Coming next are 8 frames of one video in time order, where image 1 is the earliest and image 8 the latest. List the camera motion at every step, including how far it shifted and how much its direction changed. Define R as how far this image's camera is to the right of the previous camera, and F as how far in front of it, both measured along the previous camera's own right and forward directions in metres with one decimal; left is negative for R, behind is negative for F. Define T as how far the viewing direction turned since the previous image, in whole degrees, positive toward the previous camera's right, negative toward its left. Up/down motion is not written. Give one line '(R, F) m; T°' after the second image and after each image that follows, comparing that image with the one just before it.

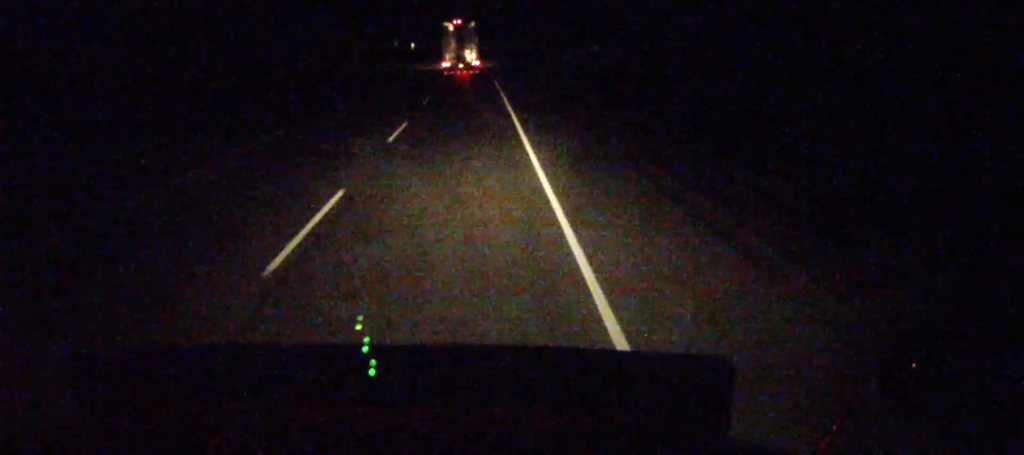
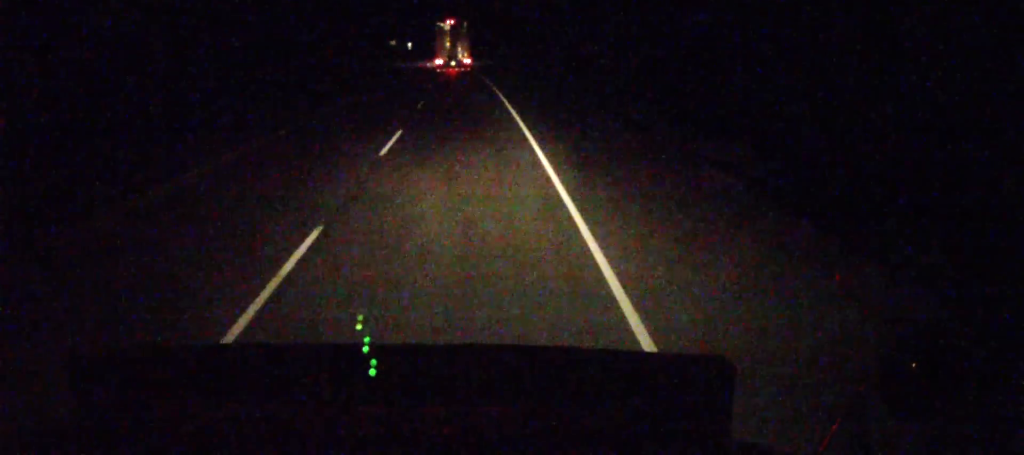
(+0.1, +42.2) m; 0°
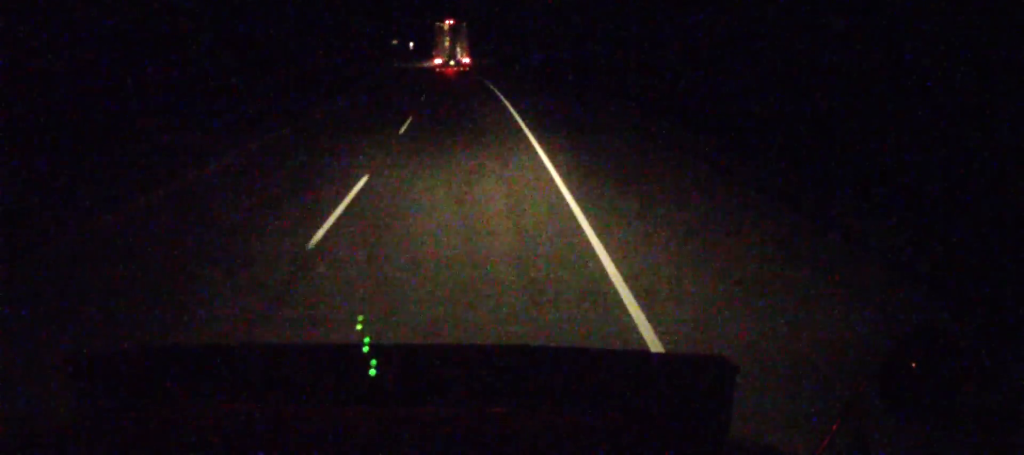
(0.0, +8.5) m; 0°
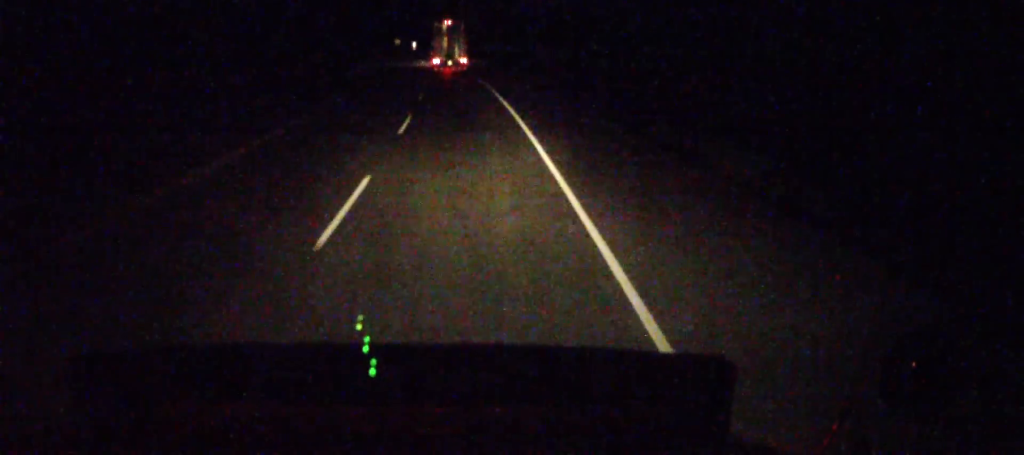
(-0.2, +13.1) m; 0°
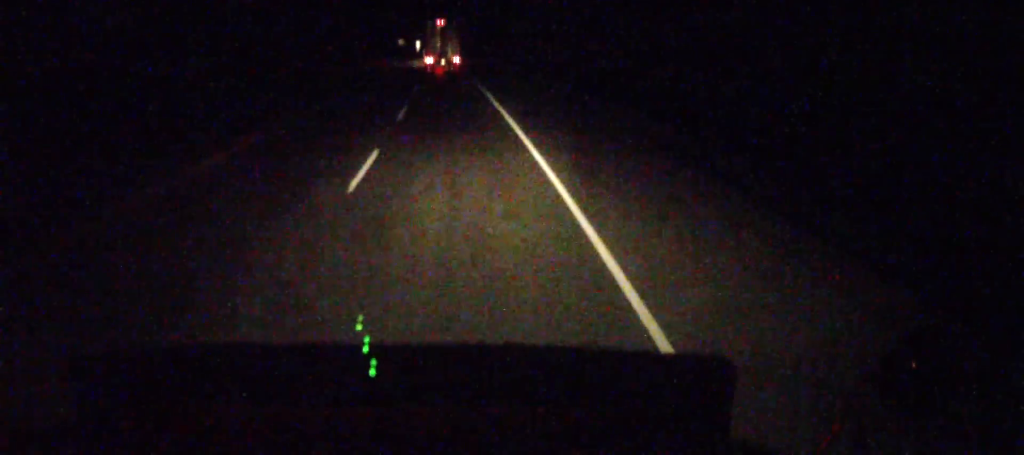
(+0.2, +22.4) m; +1°
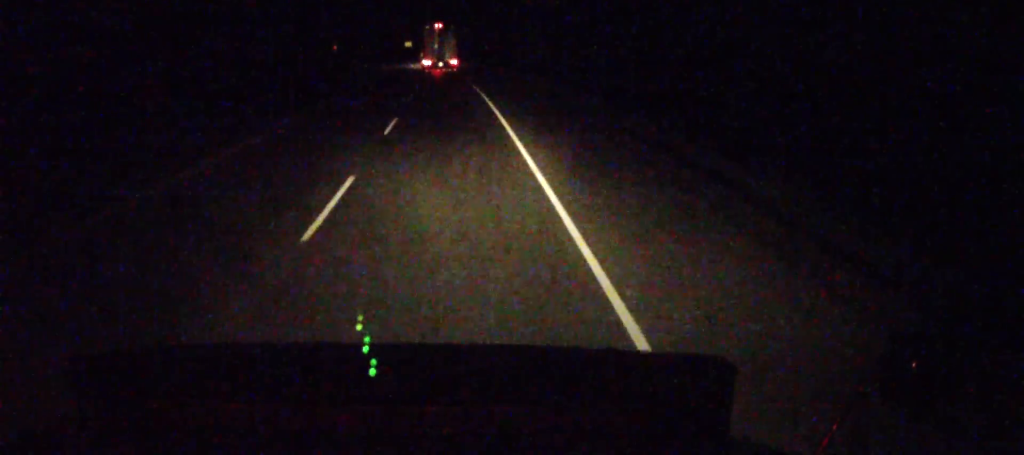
(0.0, +16.6) m; -1°
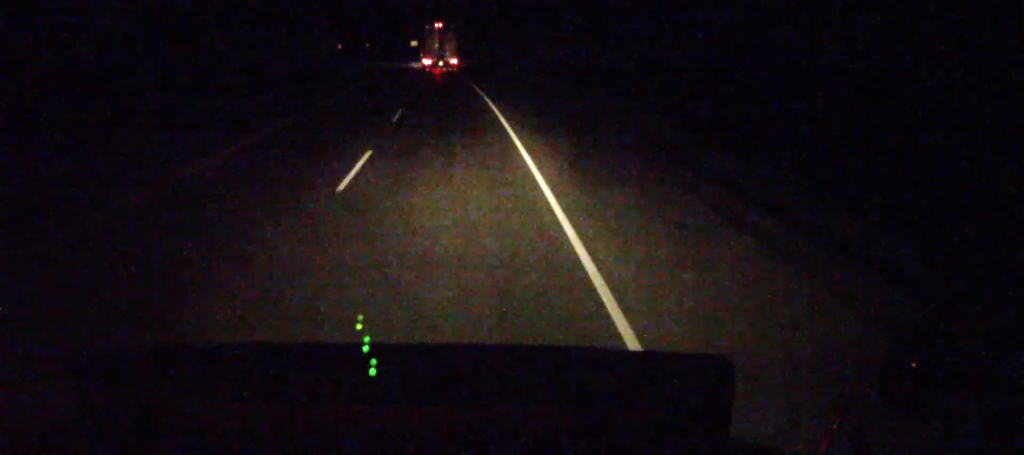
(-0.1, +9.3) m; -1°
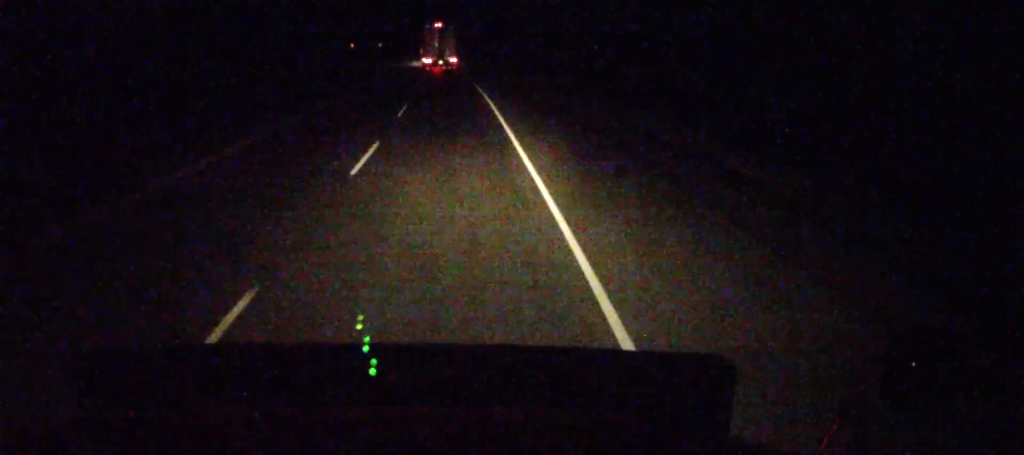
(-0.7, +24.6) m; -3°
